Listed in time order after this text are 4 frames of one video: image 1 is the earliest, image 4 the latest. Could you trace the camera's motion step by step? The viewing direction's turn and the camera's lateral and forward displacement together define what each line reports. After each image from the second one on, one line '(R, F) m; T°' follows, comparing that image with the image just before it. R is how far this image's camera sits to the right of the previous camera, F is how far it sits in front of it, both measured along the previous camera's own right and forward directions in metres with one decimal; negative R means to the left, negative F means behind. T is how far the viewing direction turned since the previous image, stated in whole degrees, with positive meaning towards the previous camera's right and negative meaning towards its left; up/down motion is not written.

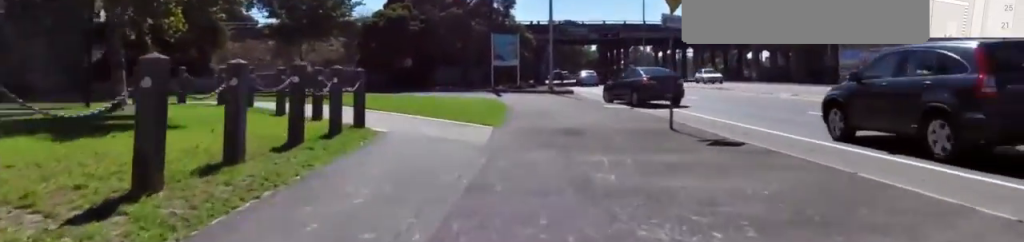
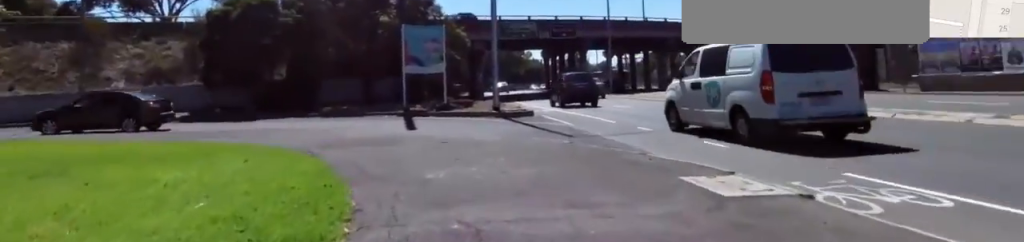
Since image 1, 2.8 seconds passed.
(+1.5, +12.6) m; +2°
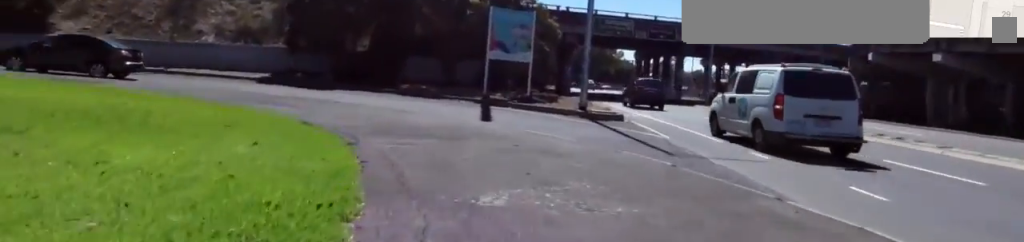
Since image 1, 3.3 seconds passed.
(-0.3, +2.1) m; -11°
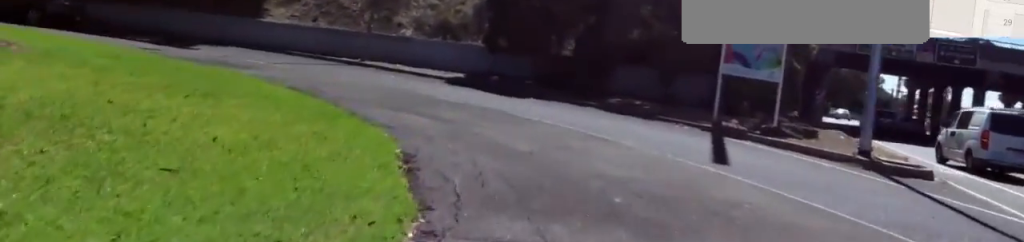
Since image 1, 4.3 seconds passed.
(-1.2, +4.5) m; -27°
